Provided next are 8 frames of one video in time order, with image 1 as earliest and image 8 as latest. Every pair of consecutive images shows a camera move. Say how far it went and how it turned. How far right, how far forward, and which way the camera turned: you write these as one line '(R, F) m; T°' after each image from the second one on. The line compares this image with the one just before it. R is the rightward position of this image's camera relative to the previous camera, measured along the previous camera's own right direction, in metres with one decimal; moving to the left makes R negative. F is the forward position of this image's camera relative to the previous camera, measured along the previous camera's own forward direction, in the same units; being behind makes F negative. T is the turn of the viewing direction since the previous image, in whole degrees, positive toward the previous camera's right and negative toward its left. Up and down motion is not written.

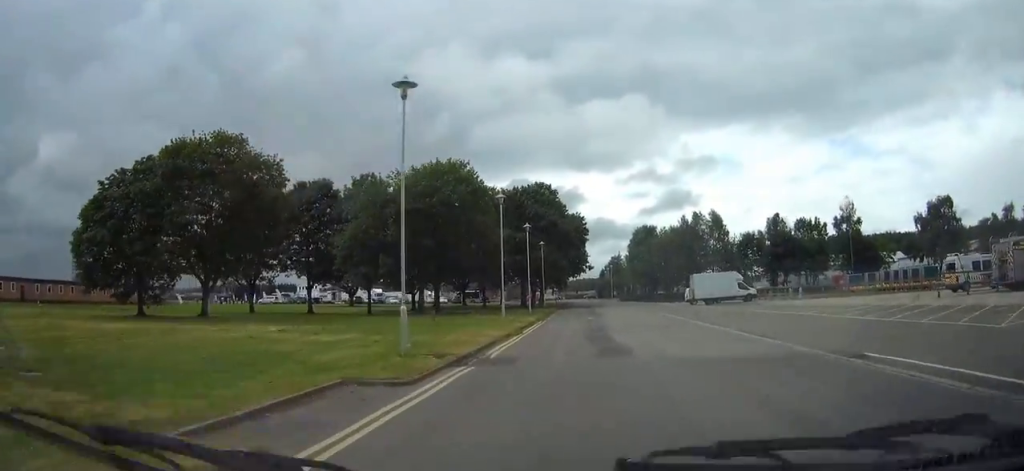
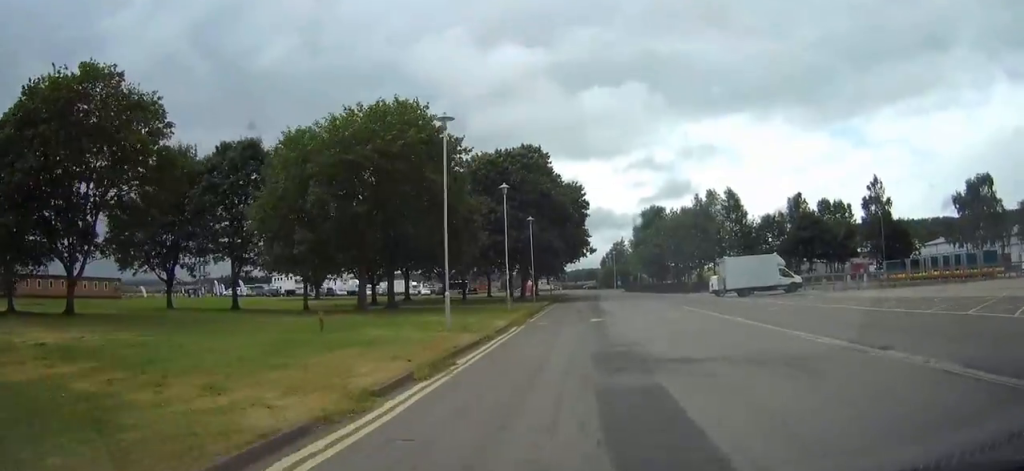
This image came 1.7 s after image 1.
(-1.3, +14.8) m; +3°
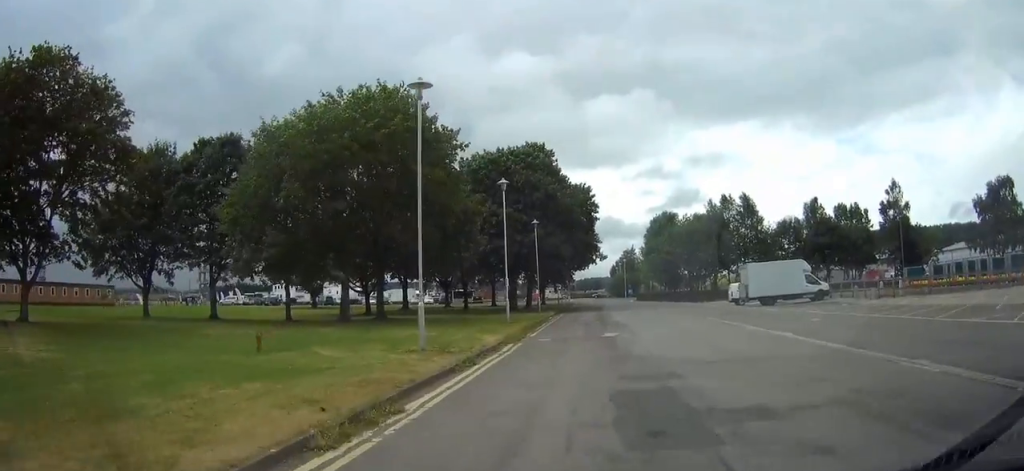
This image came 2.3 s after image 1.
(+0.2, +4.6) m; +4°
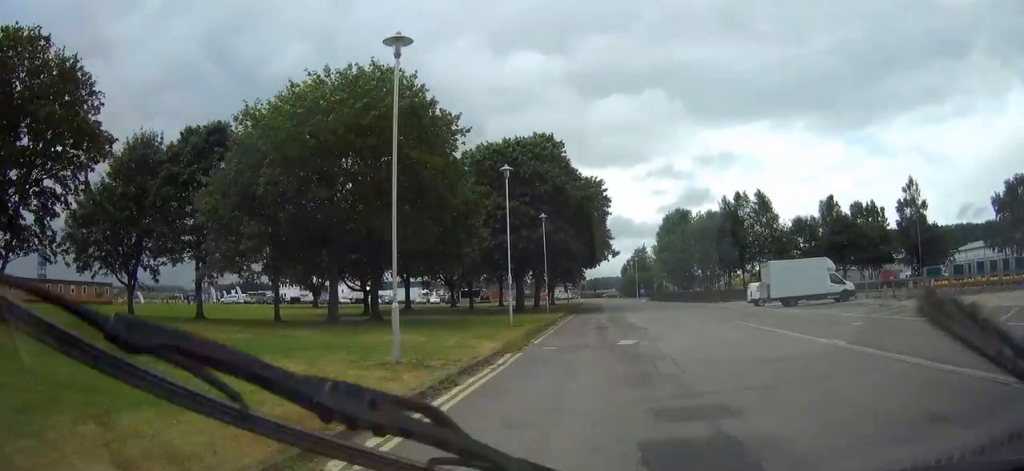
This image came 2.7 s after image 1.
(+0.2, +3.3) m; +2°
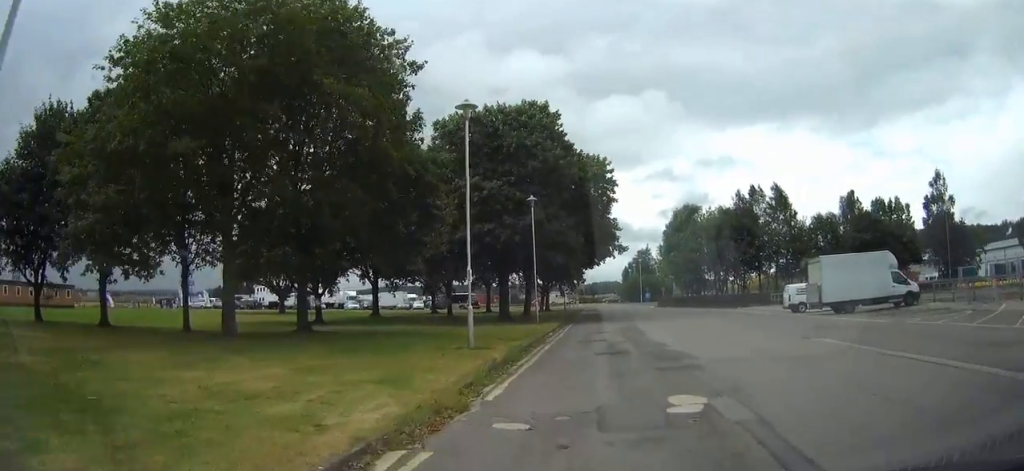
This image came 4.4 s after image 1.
(+0.1, +11.0) m; -2°
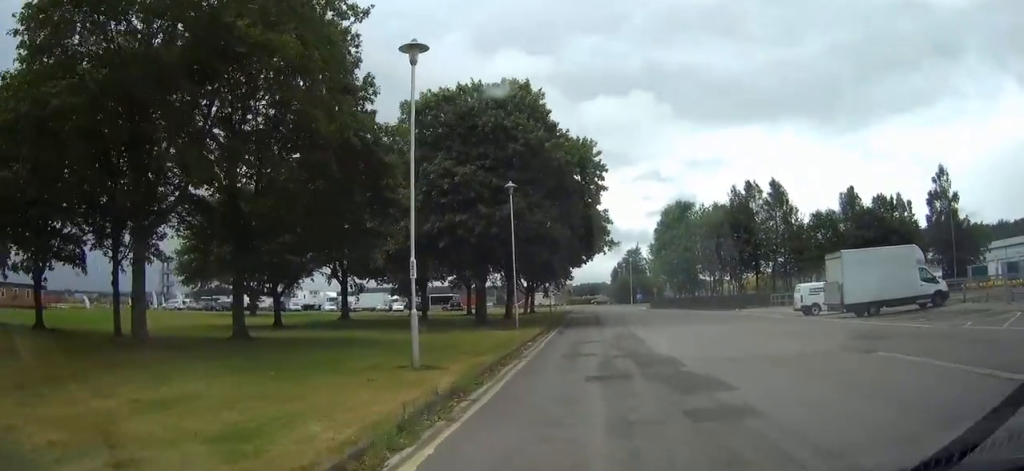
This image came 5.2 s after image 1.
(-0.1, +4.6) m; -2°
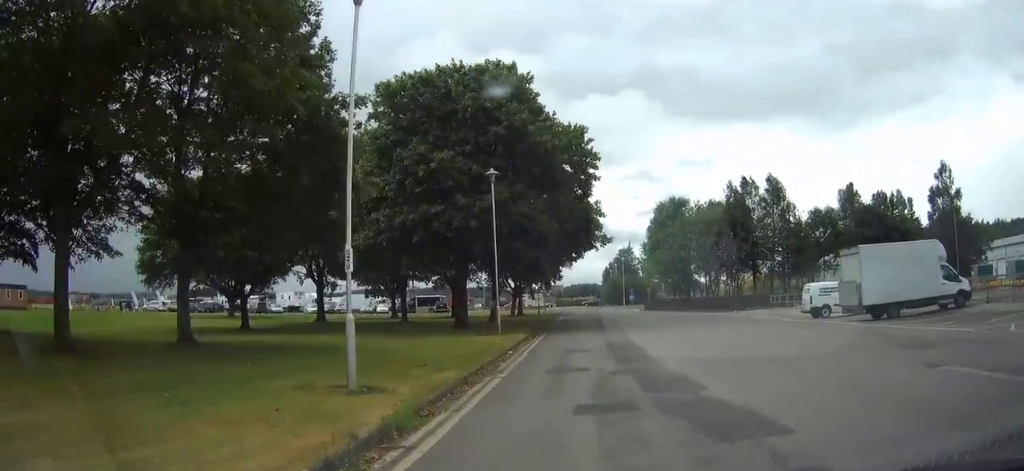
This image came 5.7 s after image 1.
(-0.1, +2.9) m; 0°
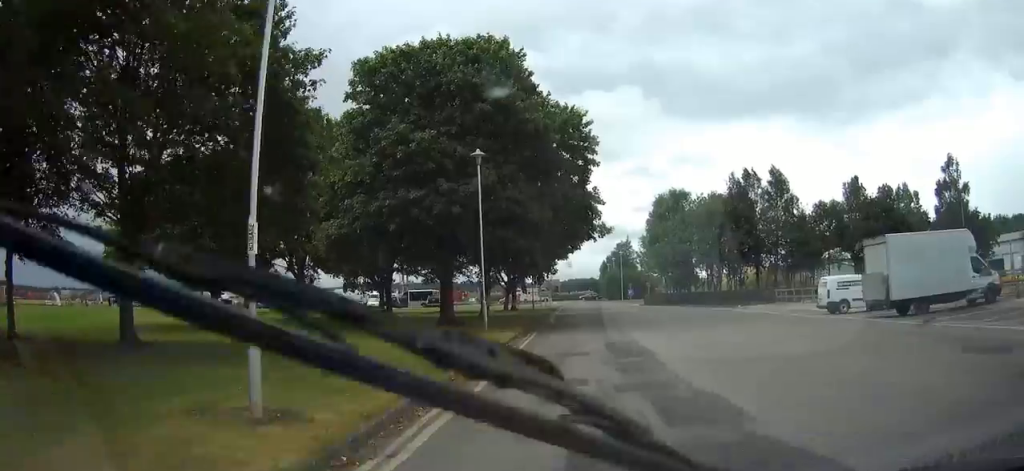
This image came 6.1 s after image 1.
(0.0, +2.7) m; +1°
